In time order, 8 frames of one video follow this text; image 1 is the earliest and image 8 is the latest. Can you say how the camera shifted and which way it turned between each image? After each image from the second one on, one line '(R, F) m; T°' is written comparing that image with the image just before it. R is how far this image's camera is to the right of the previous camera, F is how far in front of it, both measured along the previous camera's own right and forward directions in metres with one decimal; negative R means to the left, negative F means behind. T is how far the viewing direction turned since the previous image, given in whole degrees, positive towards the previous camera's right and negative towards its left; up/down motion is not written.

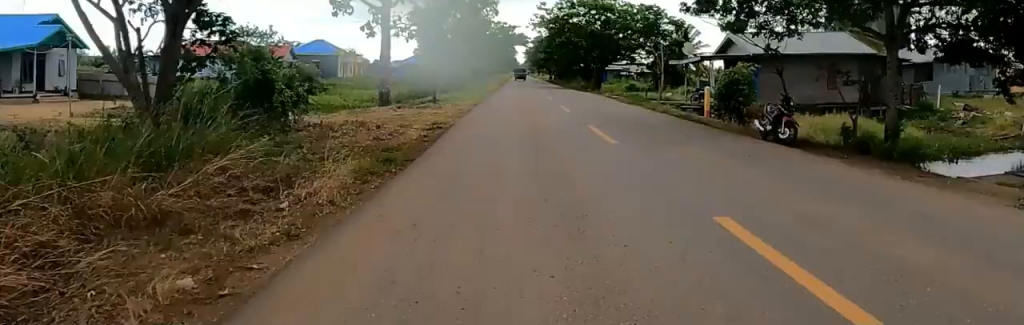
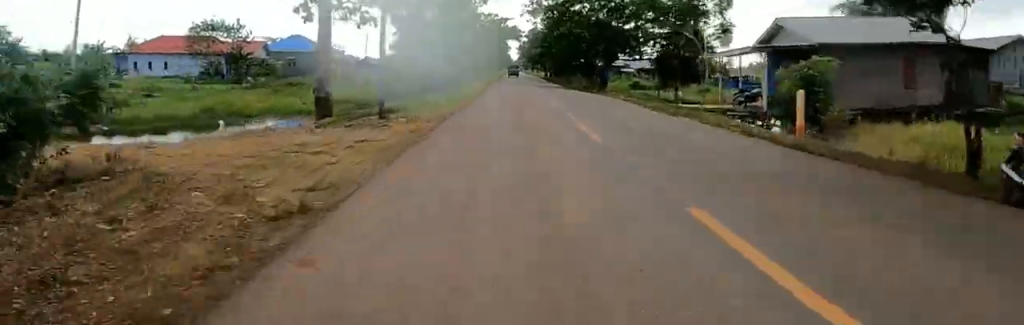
(+0.3, +8.2) m; +2°
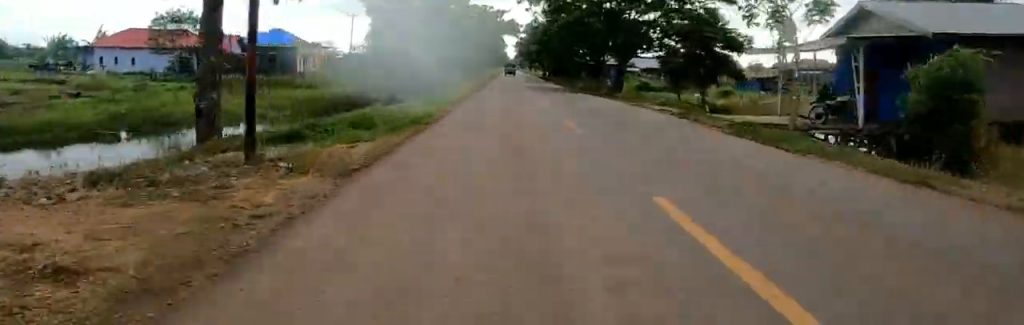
(0.0, +7.8) m; 0°
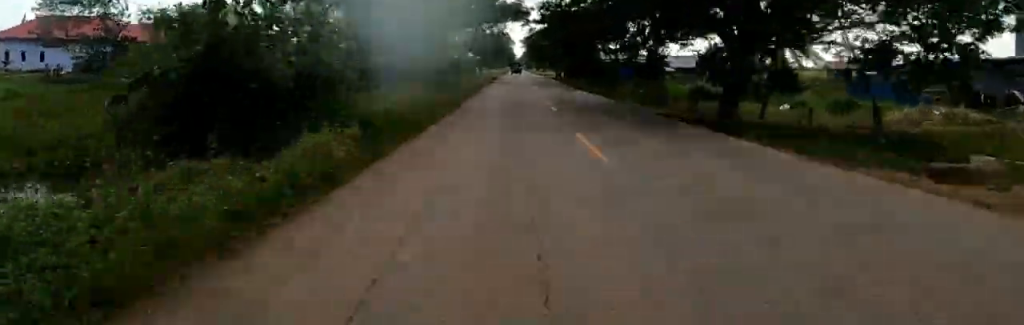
(-0.5, +18.7) m; -3°
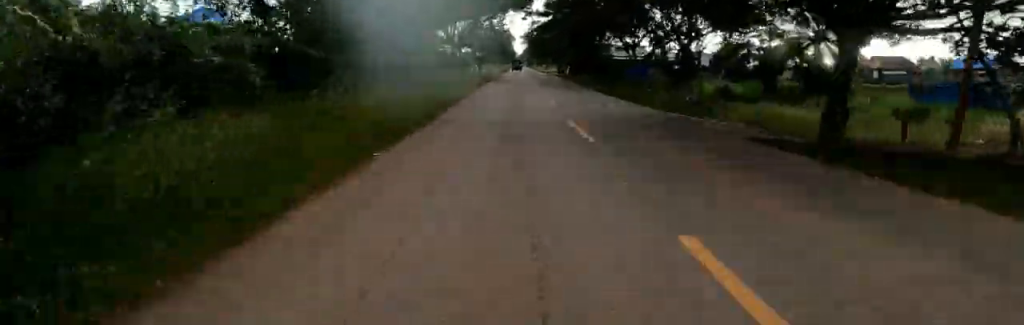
(-0.1, +6.2) m; -1°
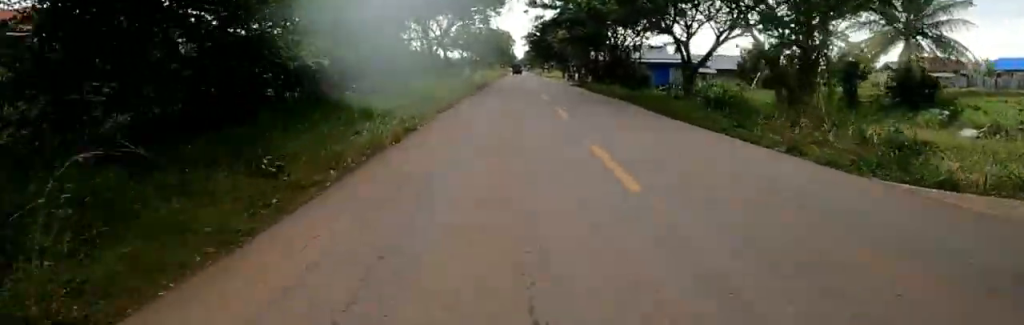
(0.0, +11.0) m; 0°
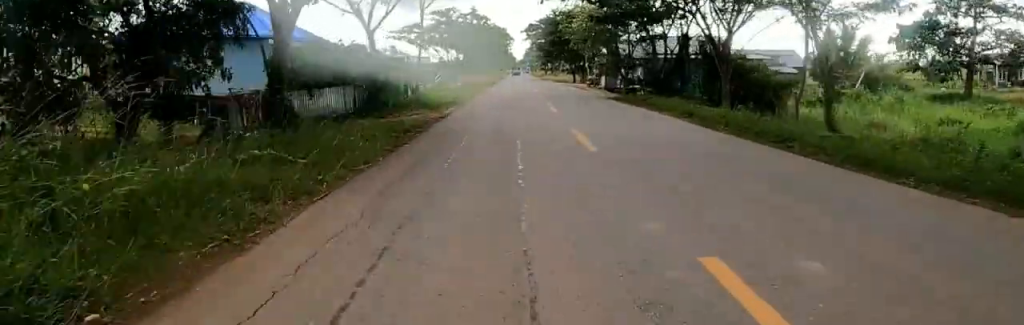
(0.0, +20.0) m; 0°
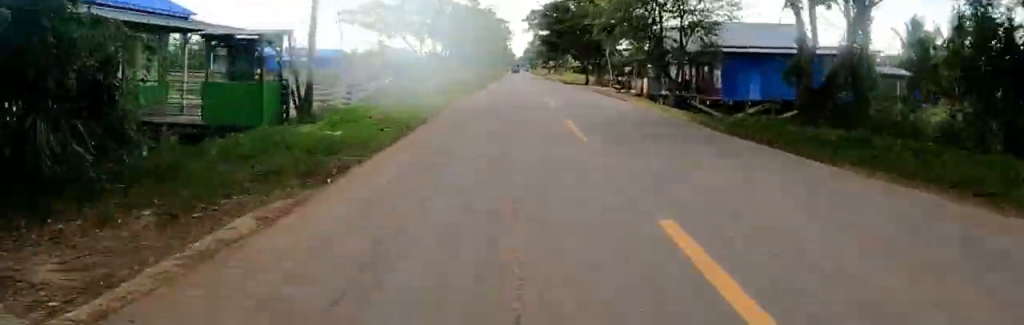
(0.0, +14.3) m; 0°
